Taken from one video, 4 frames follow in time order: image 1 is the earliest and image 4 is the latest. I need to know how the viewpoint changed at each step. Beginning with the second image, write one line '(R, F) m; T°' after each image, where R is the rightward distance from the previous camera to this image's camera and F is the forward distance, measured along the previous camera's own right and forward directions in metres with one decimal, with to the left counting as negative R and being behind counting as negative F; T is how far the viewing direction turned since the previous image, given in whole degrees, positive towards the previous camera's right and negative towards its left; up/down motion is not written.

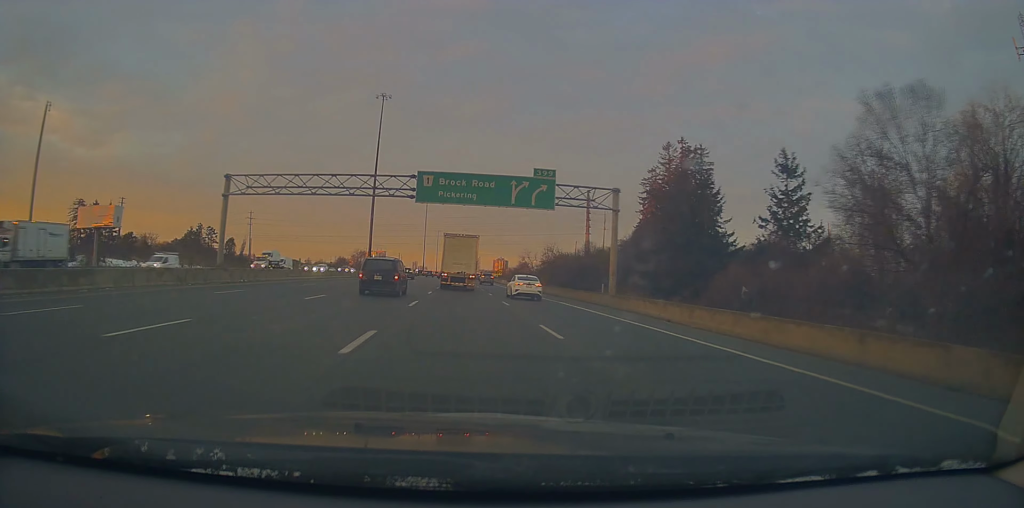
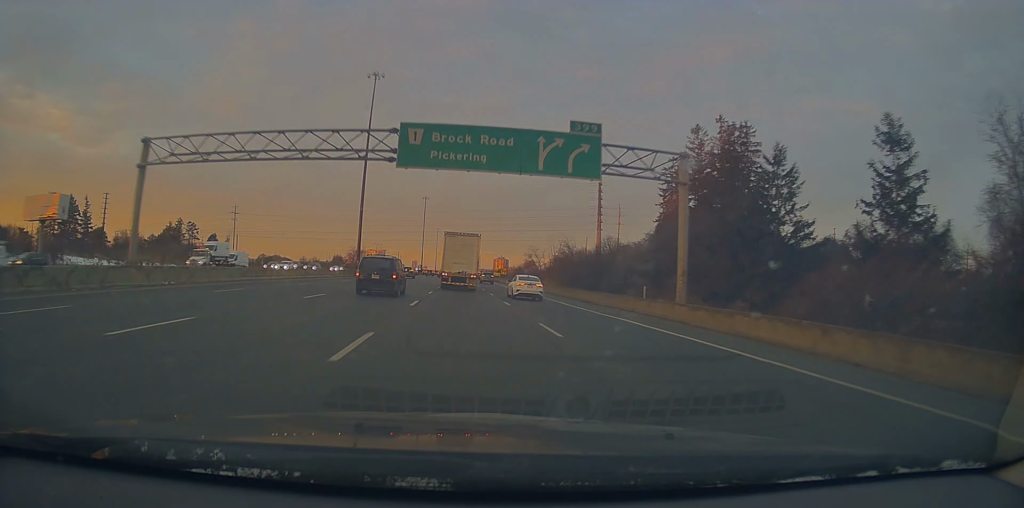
(0.0, +12.1) m; 0°
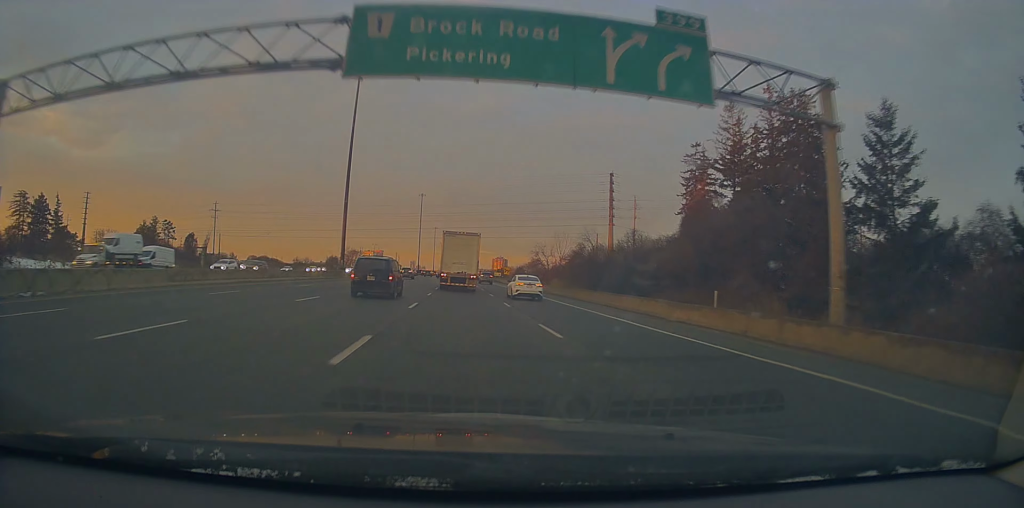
(0.0, +12.2) m; 0°
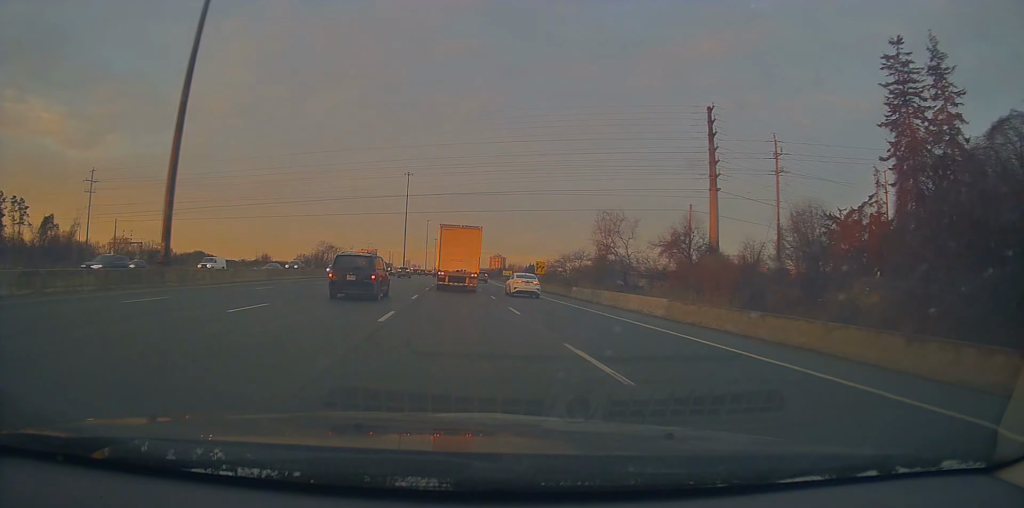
(-0.7, +53.3) m; -1°
